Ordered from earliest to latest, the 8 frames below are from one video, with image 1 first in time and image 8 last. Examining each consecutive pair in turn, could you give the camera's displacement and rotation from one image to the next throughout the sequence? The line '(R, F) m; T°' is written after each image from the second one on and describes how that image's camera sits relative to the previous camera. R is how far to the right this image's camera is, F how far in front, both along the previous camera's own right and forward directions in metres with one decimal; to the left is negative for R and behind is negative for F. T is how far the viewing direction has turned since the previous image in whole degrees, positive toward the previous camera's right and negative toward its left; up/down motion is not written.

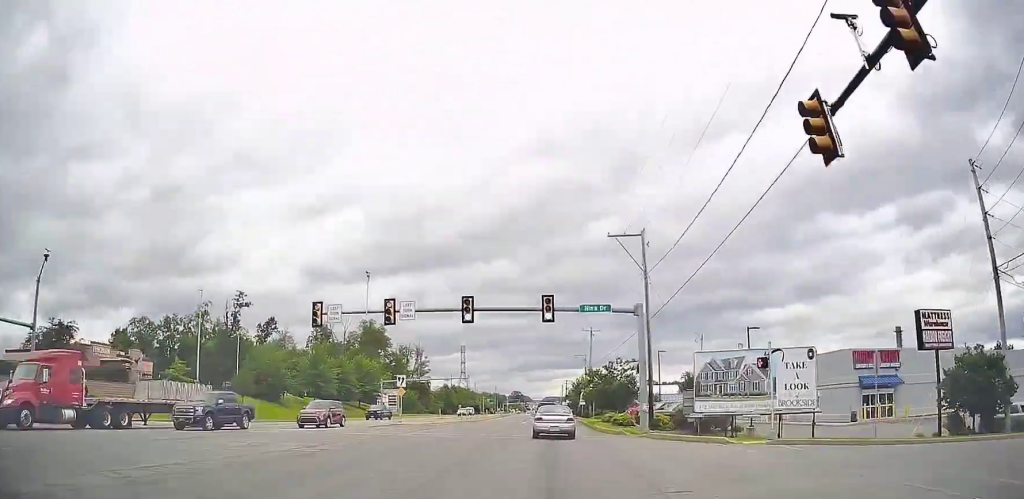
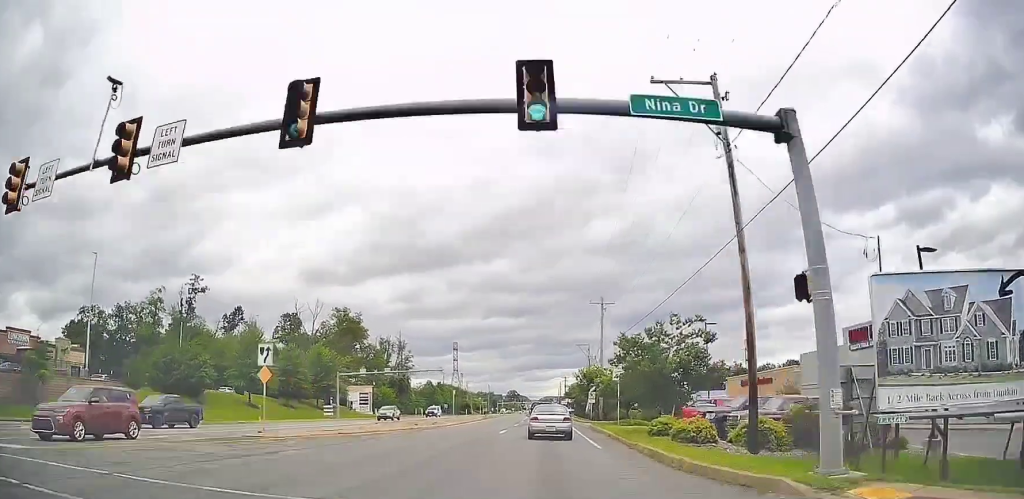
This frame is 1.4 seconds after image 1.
(-0.1, +19.1) m; 0°
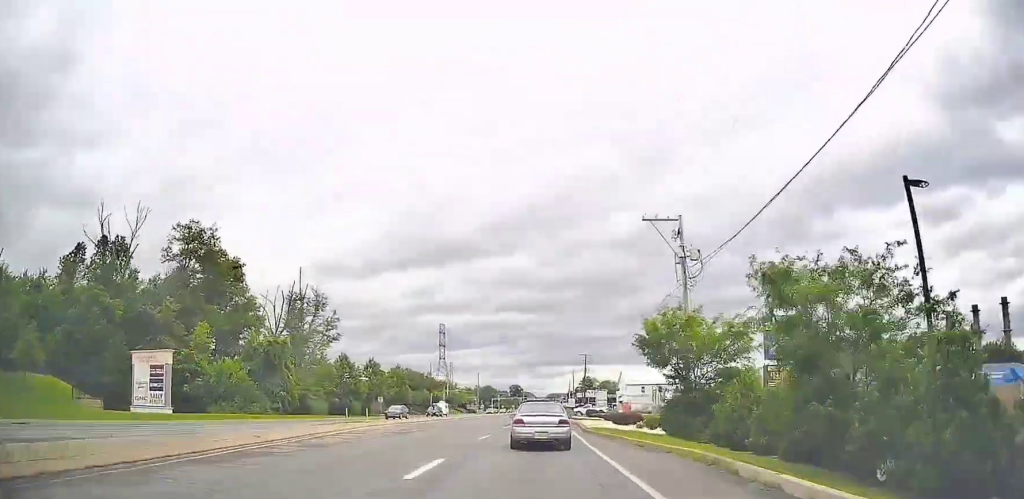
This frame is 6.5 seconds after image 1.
(+0.1, +67.6) m; 0°
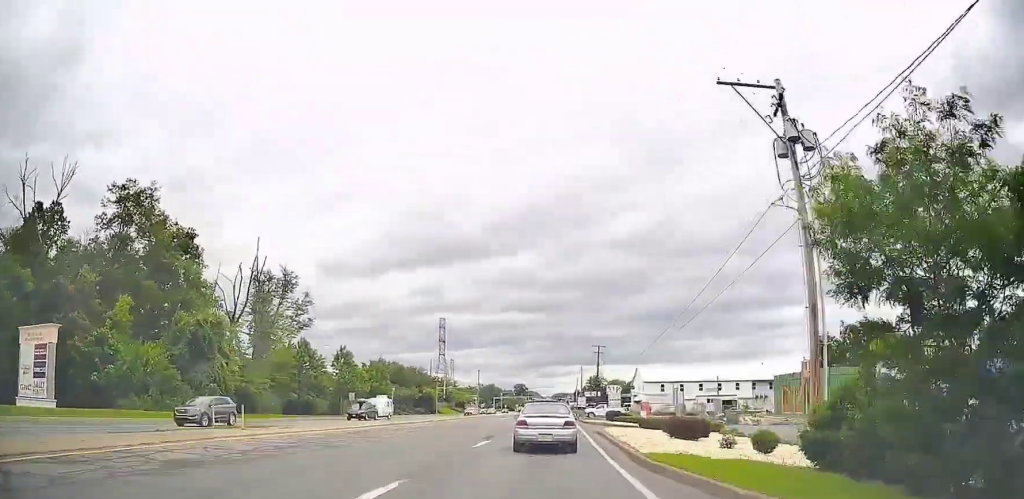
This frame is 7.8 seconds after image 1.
(0.0, +16.6) m; 0°
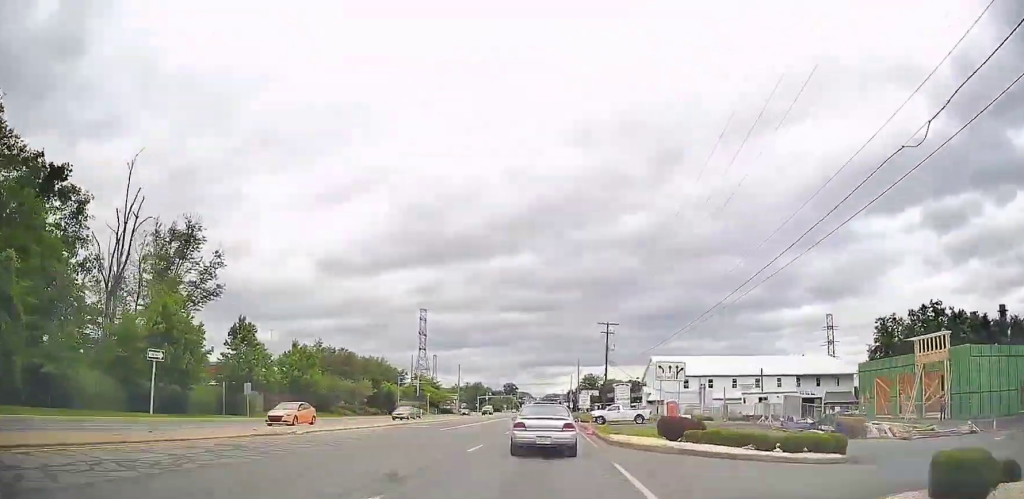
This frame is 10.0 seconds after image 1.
(-0.2, +27.1) m; 0°
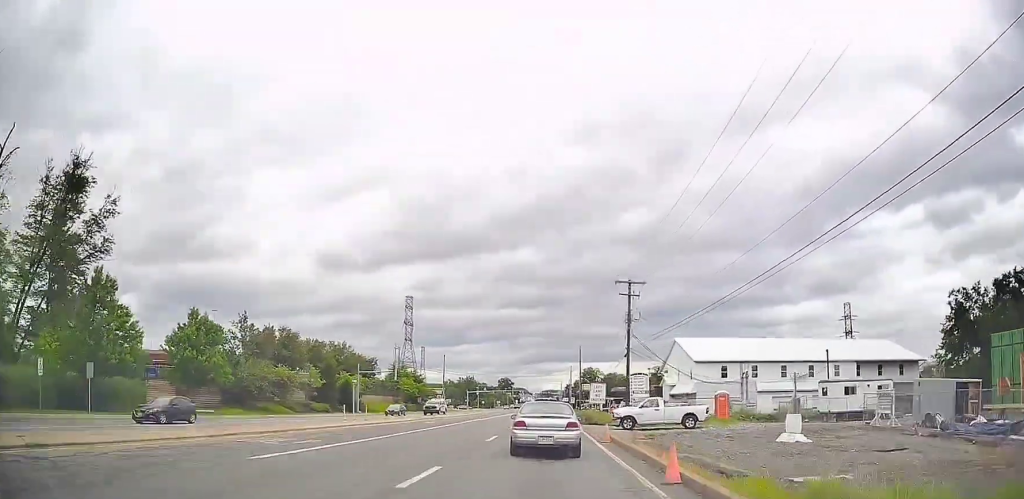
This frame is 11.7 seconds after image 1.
(-0.1, +20.4) m; 0°
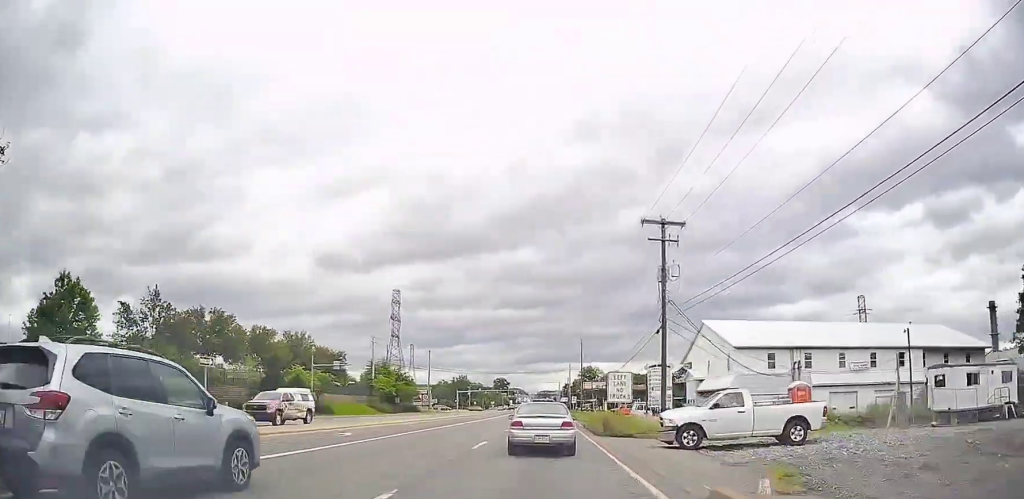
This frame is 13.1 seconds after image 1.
(+0.1, +15.6) m; 0°
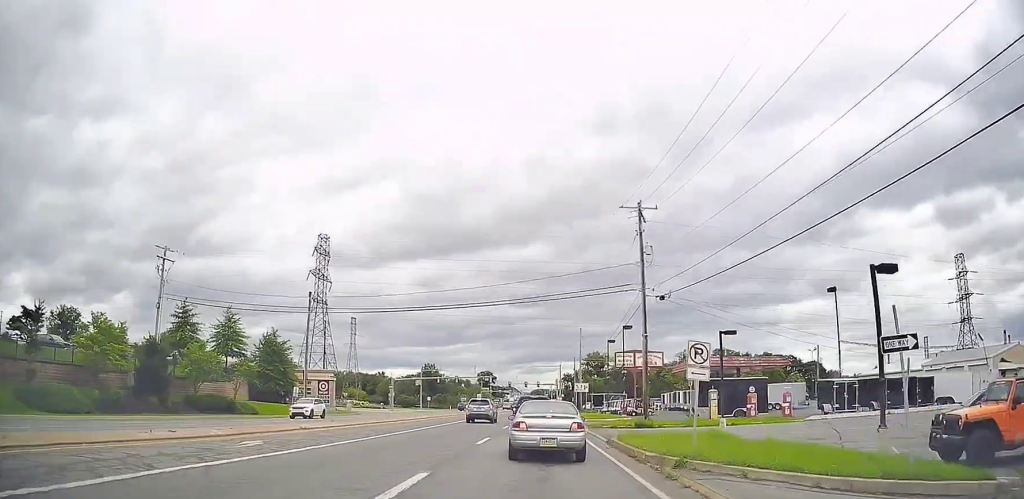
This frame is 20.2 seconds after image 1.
(+1.0, +64.4) m; +1°
